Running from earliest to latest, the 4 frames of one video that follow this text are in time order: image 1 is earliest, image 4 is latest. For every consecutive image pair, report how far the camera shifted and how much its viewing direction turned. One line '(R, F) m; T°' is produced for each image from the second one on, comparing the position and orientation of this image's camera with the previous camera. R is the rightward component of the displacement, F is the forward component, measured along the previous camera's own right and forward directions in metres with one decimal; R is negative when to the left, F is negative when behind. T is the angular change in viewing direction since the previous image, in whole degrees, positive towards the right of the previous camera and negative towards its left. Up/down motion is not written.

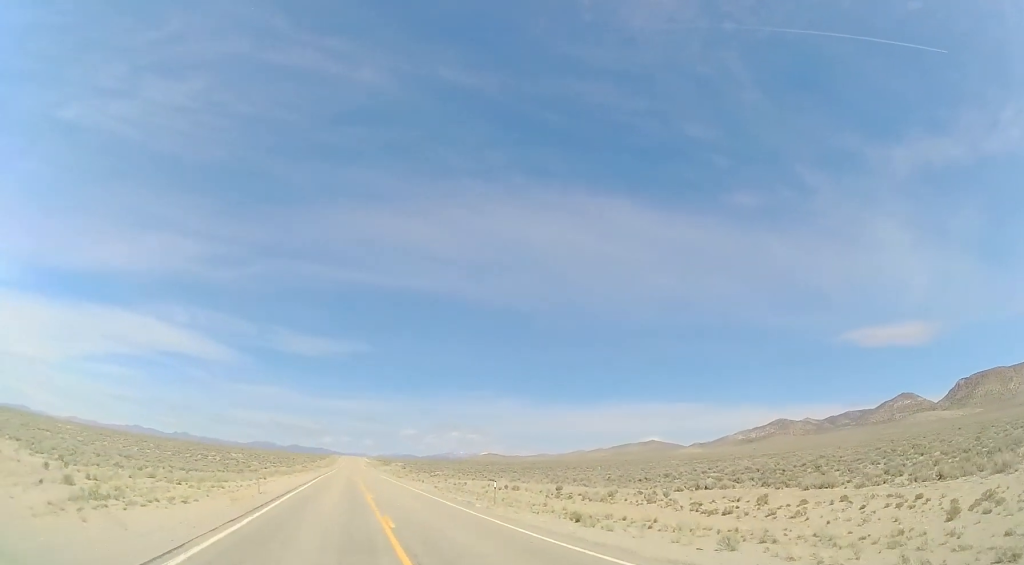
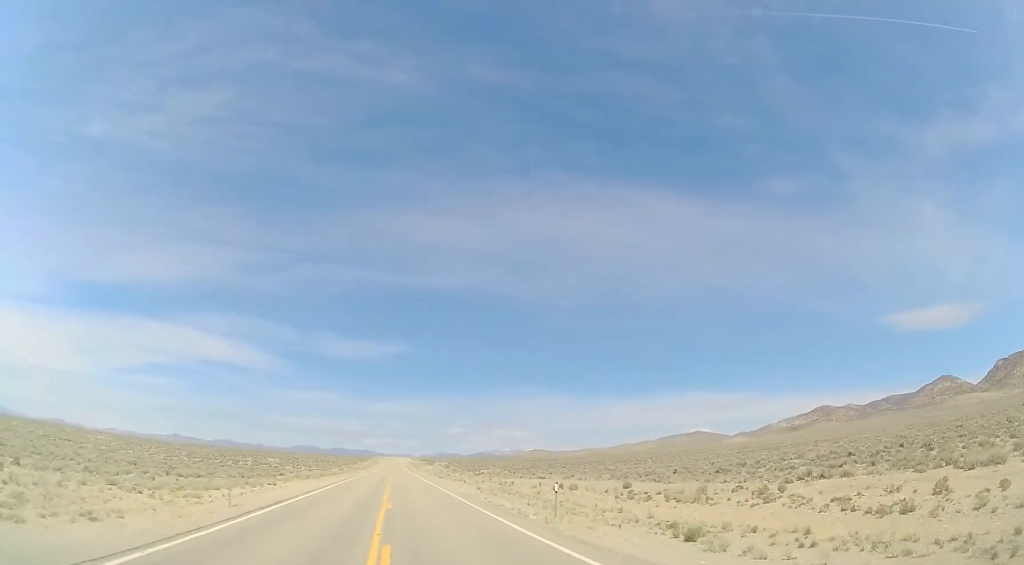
(-0.4, +6.0) m; -5°
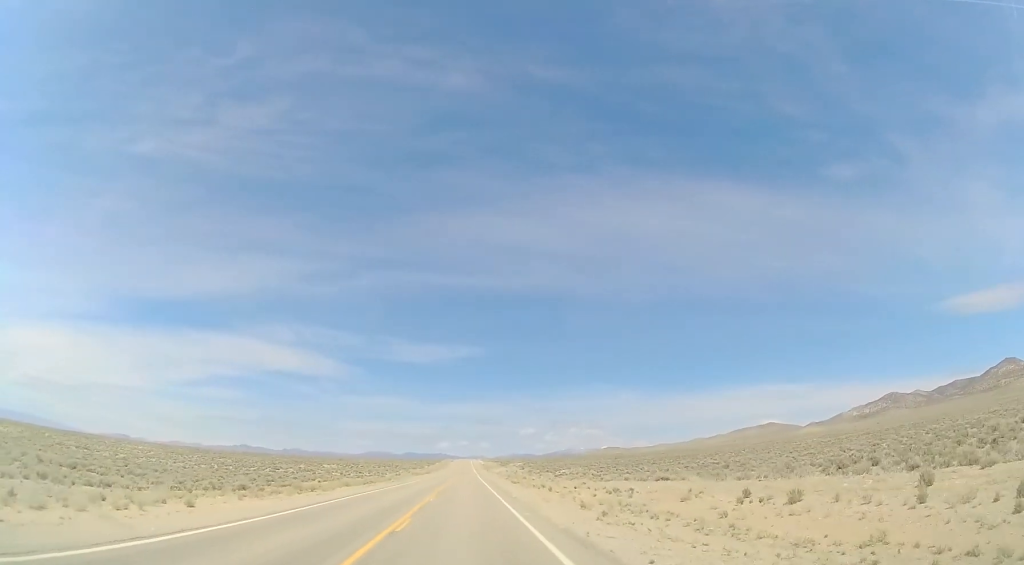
(-0.8, +17.8) m; -5°
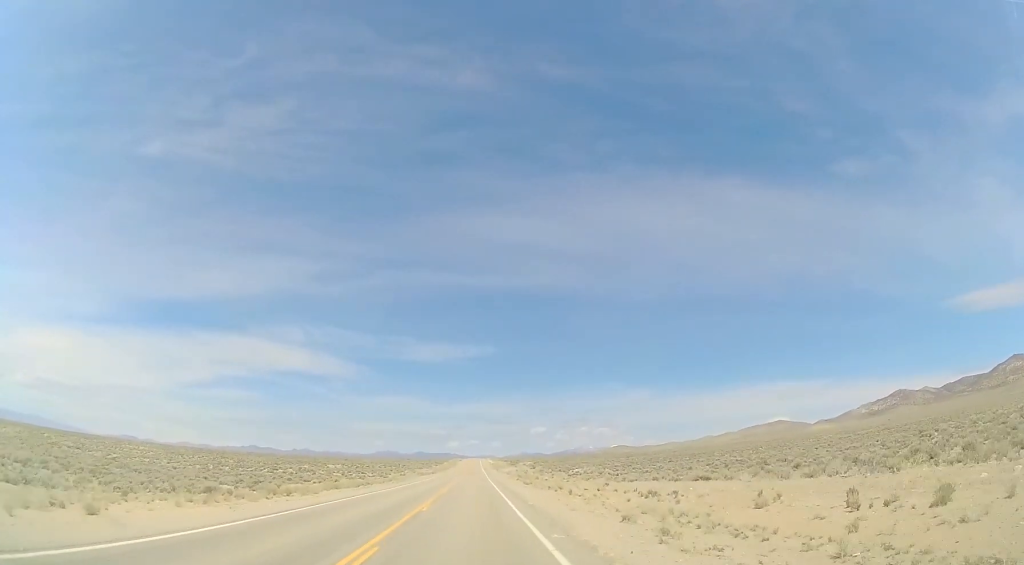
(-0.1, +5.7) m; -2°
